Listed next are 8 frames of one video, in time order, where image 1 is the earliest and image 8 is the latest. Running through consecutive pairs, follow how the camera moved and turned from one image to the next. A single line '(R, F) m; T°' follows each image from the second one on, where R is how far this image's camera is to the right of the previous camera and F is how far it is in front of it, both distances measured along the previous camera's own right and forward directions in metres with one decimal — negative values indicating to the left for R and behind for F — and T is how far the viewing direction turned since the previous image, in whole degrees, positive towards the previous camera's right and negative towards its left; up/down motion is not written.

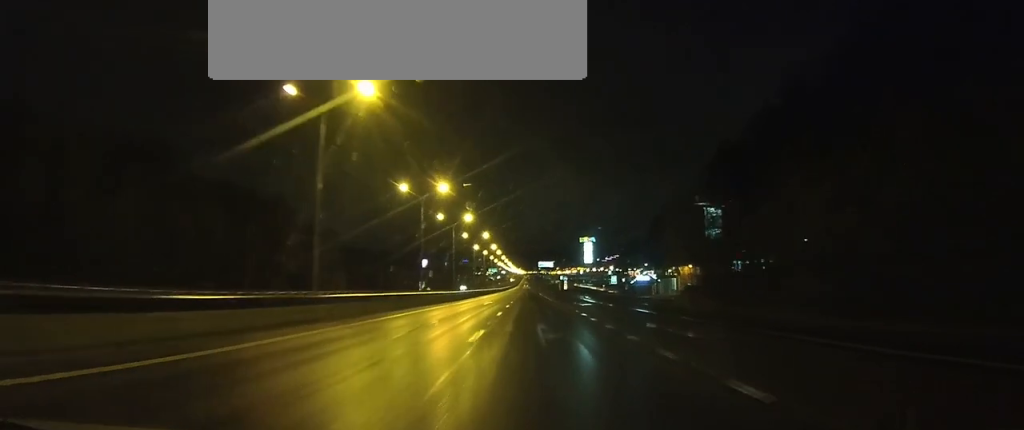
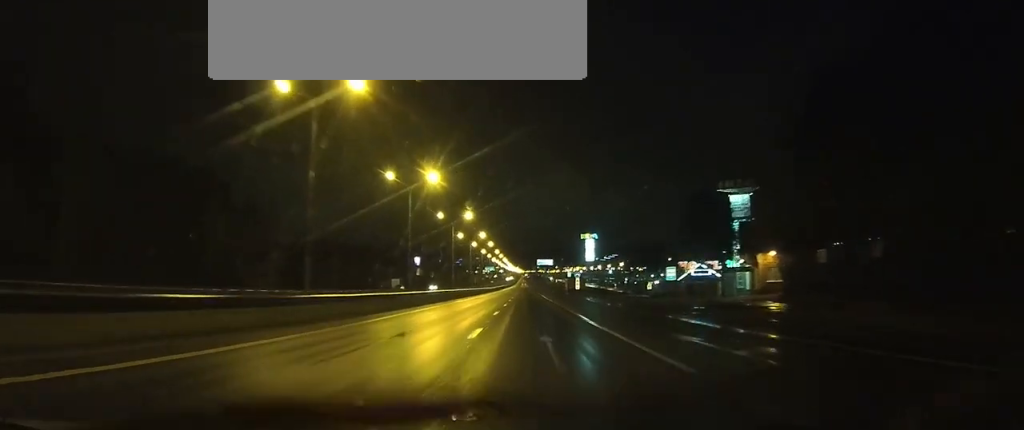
(+0.1, +34.2) m; 0°
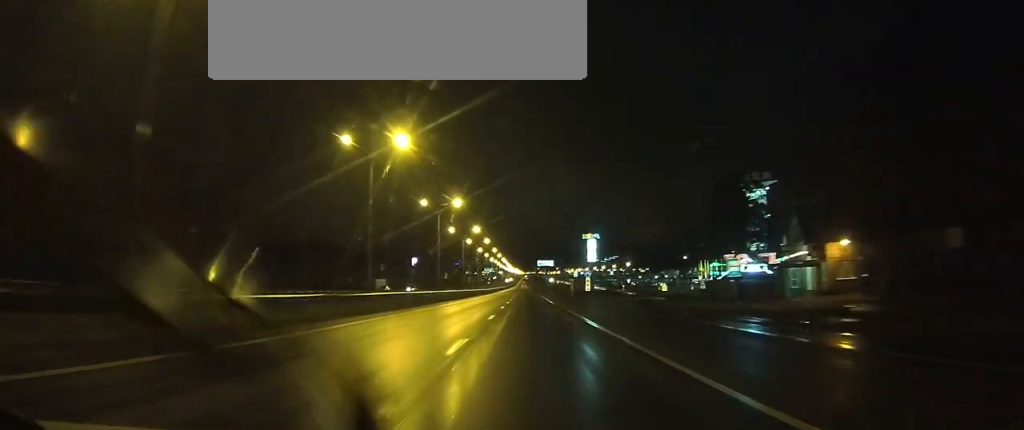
(0.0, +15.3) m; 0°
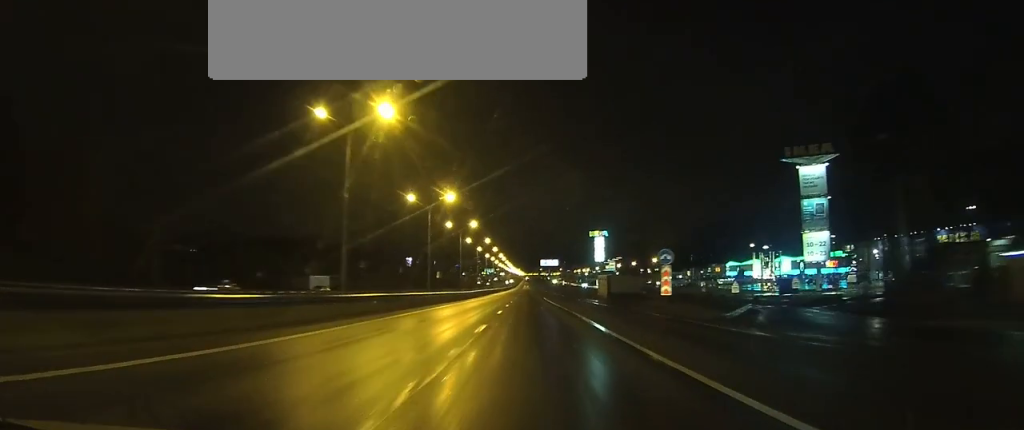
(-0.1, +41.5) m; 0°
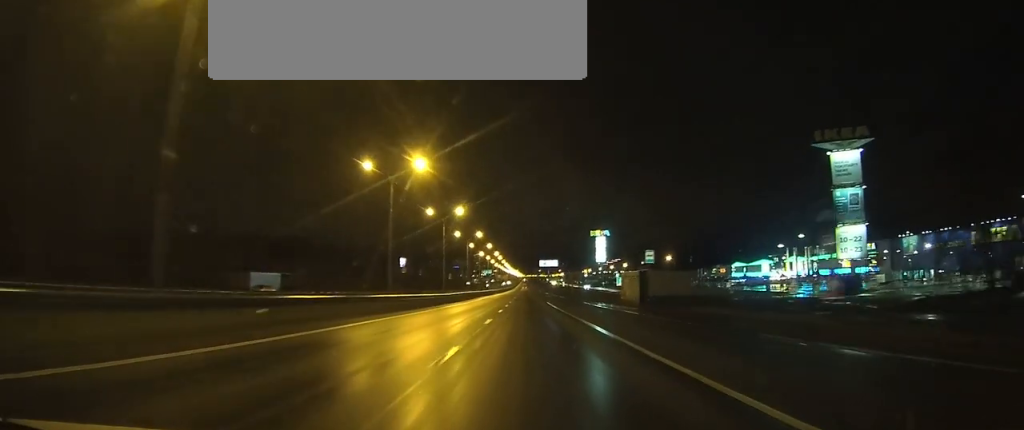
(-0.1, +19.4) m; 0°
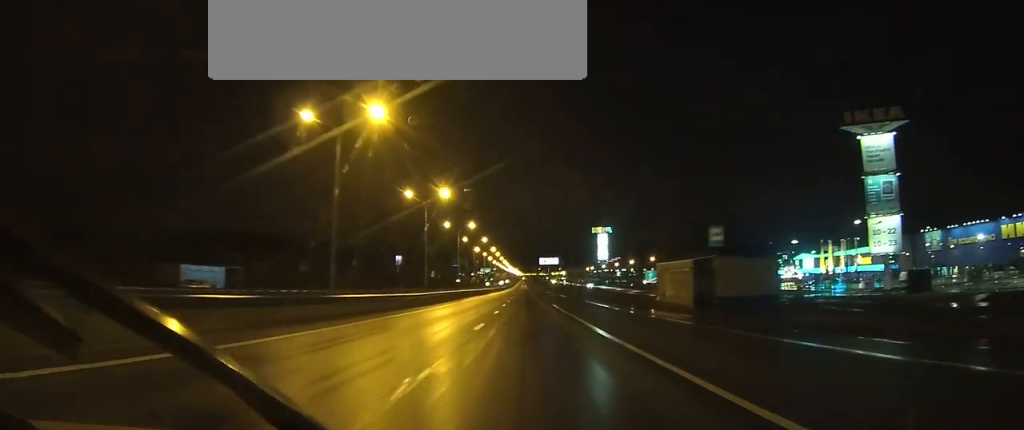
(0.0, +15.1) m; 0°
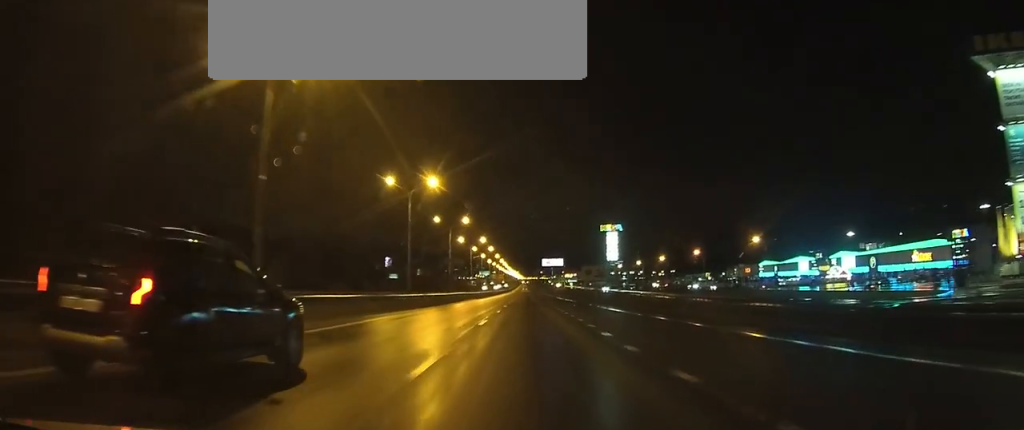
(0.0, +45.1) m; 0°
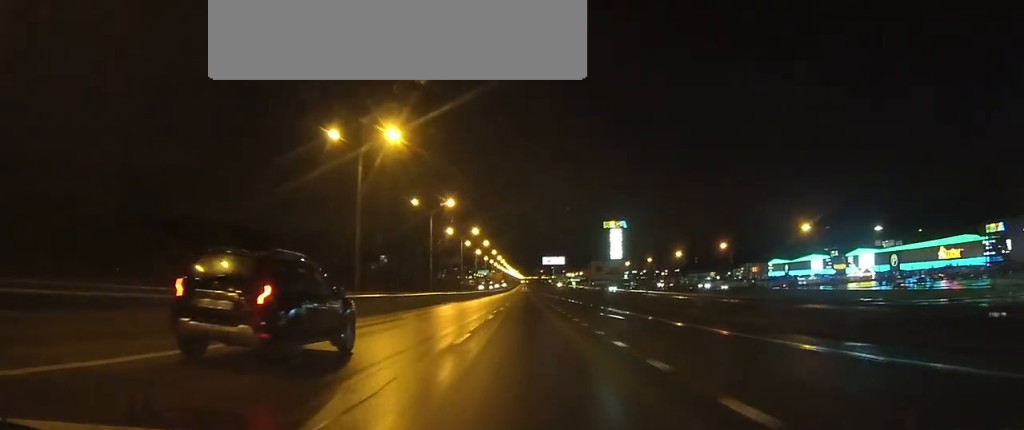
(0.0, +18.3) m; 0°
